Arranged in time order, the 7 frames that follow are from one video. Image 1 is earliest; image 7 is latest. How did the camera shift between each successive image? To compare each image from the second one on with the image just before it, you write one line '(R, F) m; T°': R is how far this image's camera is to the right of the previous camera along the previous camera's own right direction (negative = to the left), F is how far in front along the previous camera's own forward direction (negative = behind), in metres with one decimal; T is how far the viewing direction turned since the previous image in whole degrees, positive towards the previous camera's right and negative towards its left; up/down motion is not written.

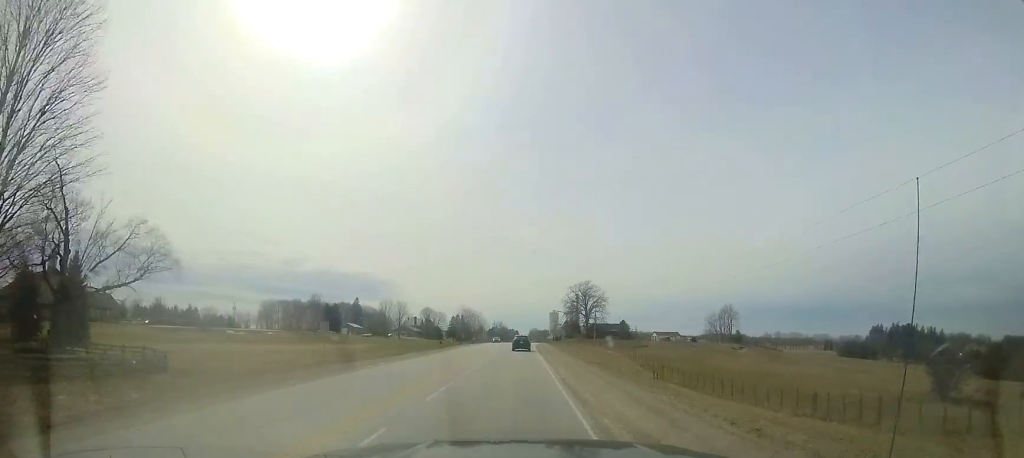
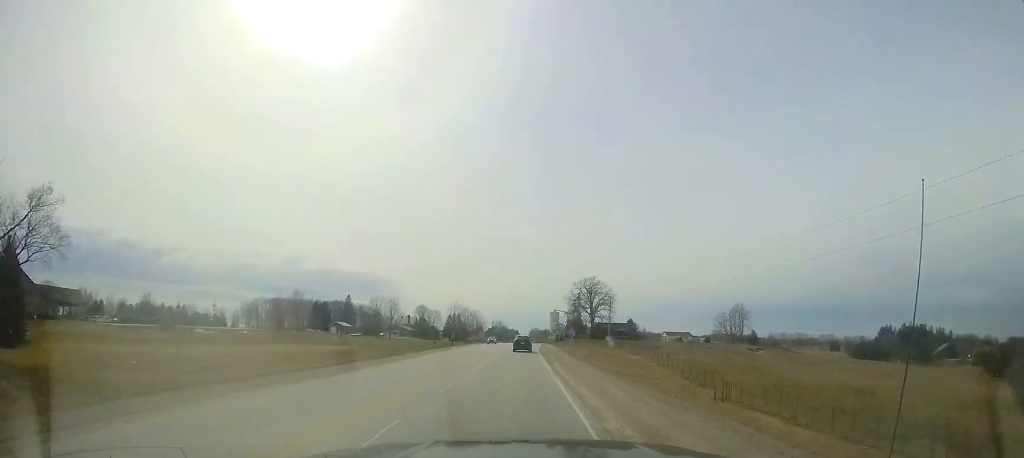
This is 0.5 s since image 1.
(-0.2, +10.9) m; -1°
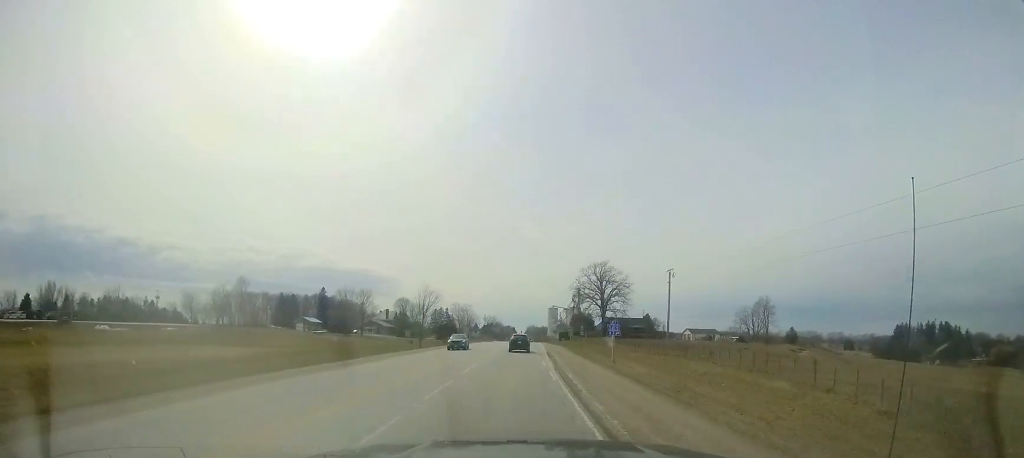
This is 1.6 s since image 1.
(-0.3, +23.7) m; -2°
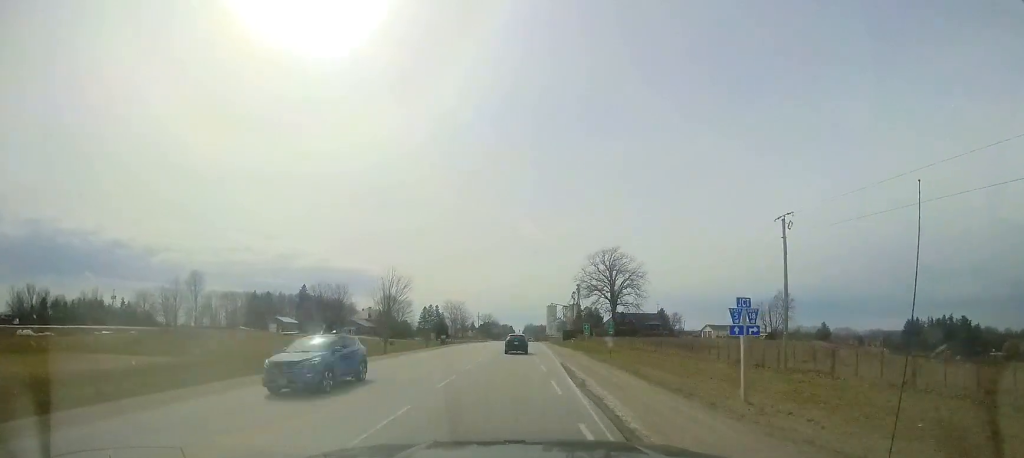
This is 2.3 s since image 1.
(-0.1, +15.6) m; 0°
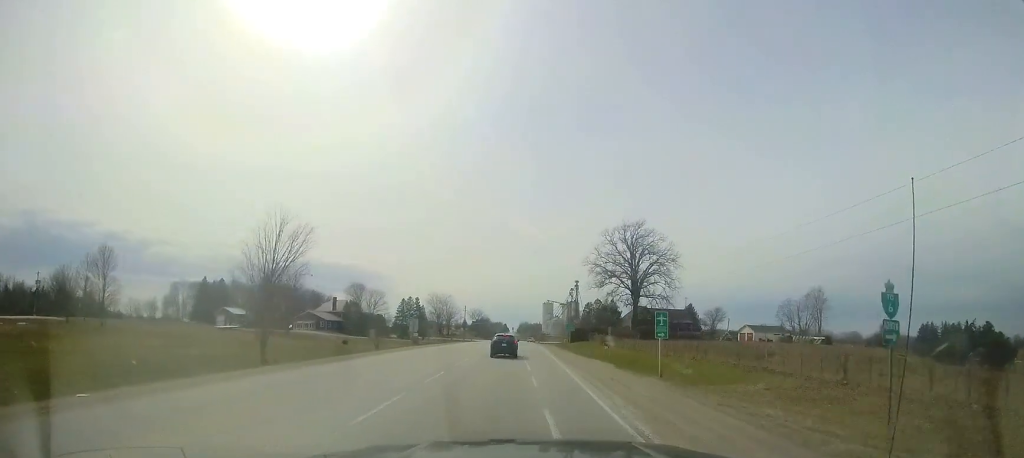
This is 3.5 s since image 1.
(0.0, +23.4) m; +2°
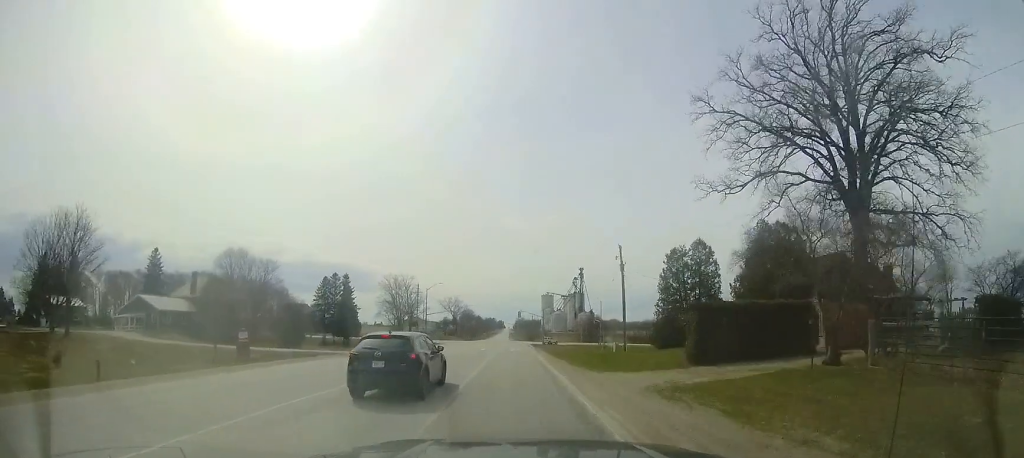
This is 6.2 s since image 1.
(+1.5, +53.1) m; +1°
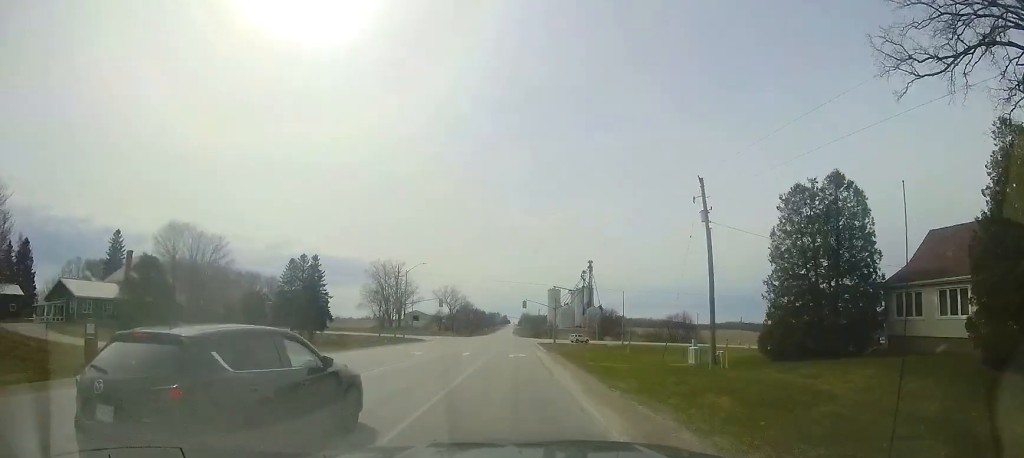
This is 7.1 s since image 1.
(-0.1, +16.0) m; 0°
